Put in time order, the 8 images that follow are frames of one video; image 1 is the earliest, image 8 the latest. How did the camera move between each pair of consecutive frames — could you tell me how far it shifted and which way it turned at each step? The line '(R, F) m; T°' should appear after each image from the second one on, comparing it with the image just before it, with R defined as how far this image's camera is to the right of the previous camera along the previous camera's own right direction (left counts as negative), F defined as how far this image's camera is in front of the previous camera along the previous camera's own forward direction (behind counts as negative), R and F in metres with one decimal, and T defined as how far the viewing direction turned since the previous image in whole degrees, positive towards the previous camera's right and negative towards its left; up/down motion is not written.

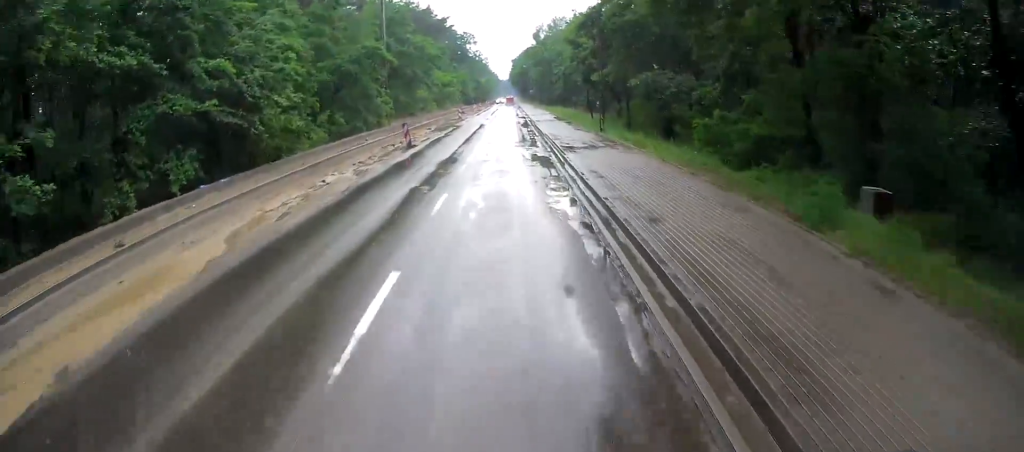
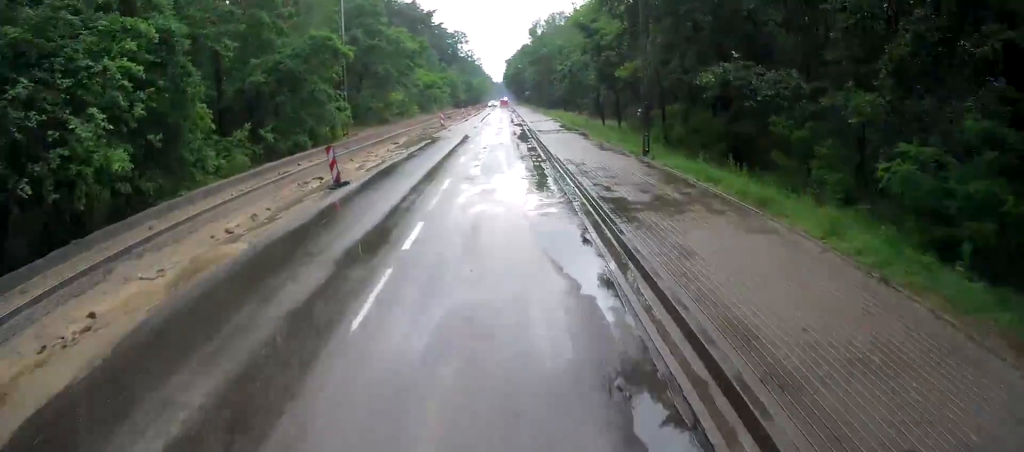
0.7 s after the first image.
(+0.2, +11.4) m; 0°
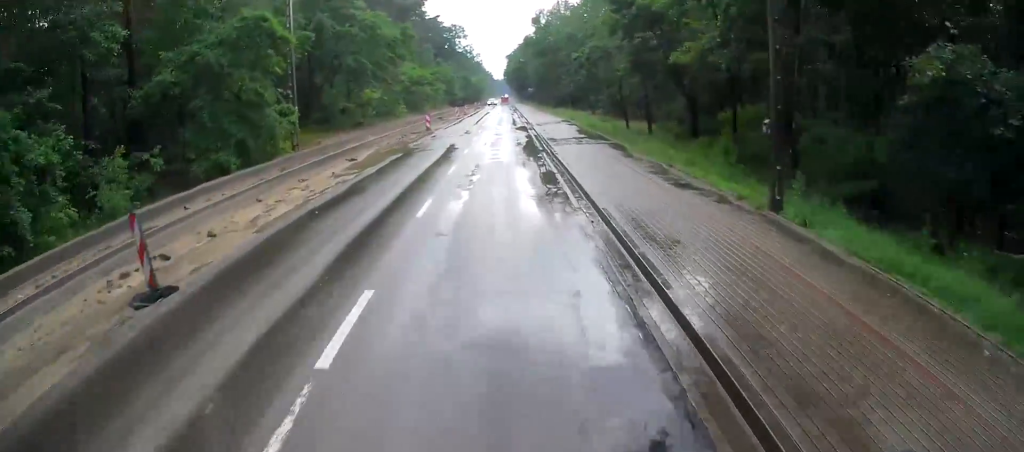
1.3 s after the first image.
(-0.2, +9.7) m; -1°
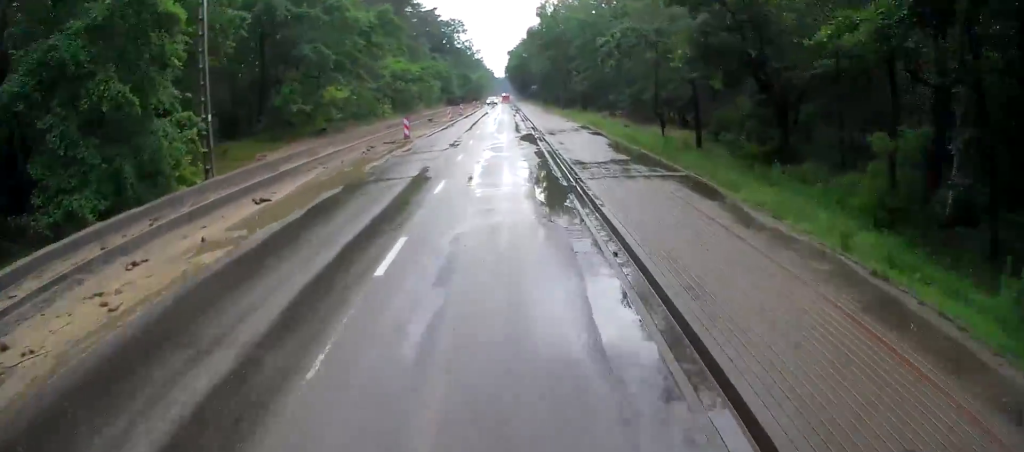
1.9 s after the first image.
(-0.1, +9.4) m; 0°
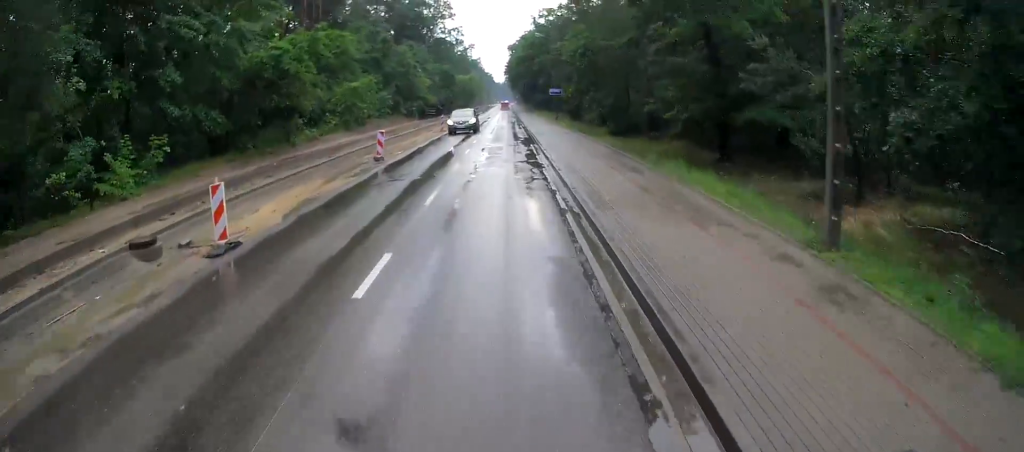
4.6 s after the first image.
(+0.4, +42.1) m; +1°
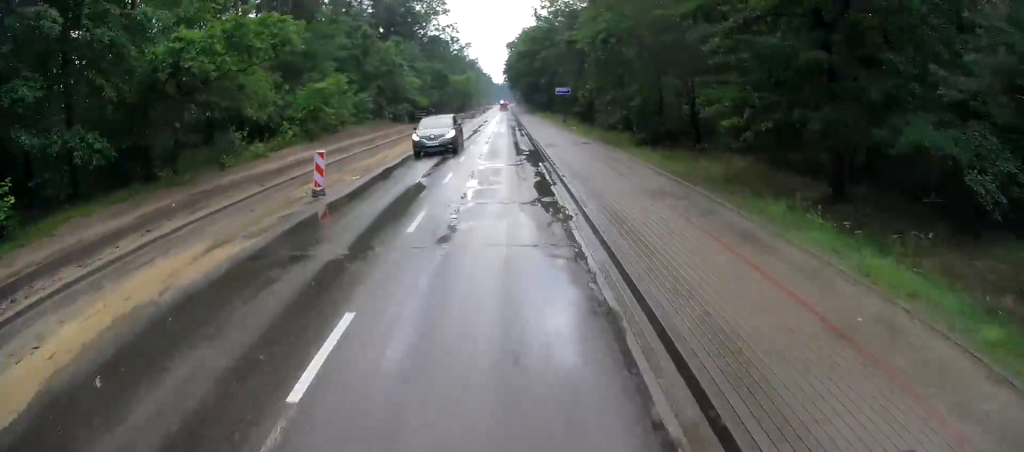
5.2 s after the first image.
(+0.2, +8.1) m; 0°
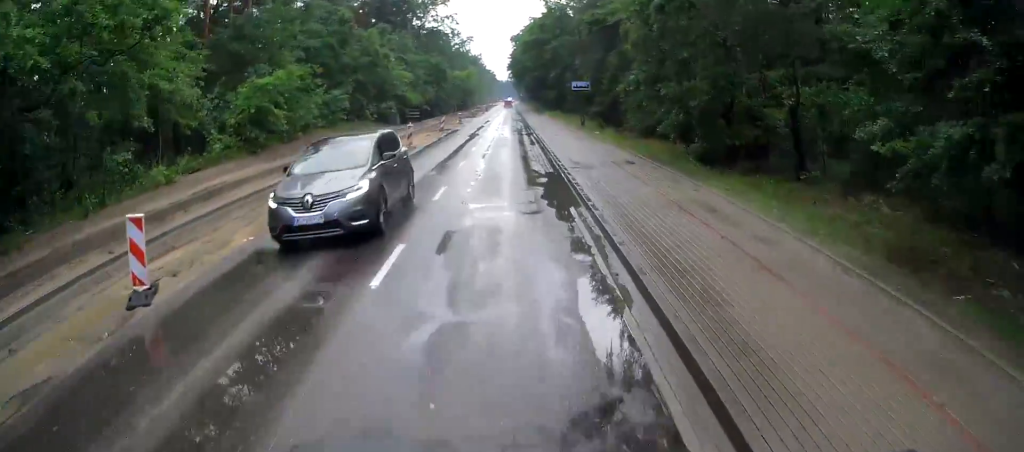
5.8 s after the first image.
(+0.1, +9.1) m; 0°
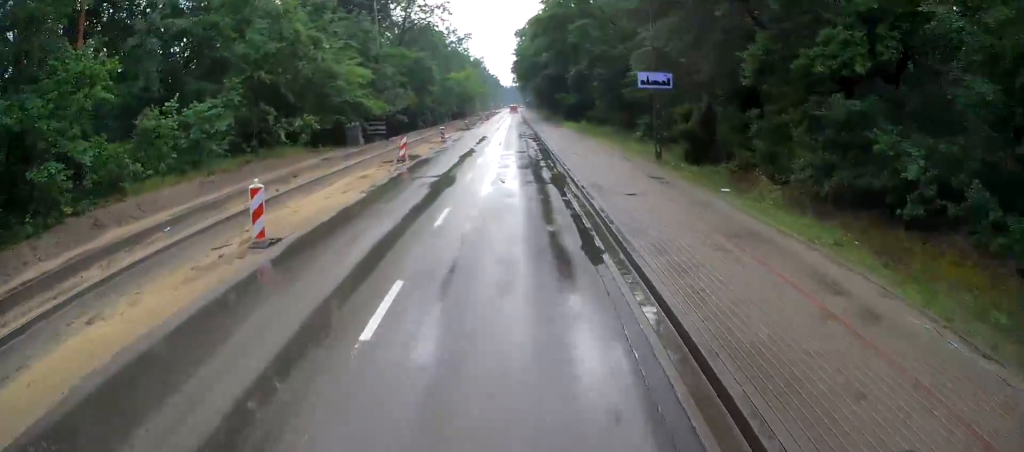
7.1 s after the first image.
(-0.4, +19.5) m; -1°
